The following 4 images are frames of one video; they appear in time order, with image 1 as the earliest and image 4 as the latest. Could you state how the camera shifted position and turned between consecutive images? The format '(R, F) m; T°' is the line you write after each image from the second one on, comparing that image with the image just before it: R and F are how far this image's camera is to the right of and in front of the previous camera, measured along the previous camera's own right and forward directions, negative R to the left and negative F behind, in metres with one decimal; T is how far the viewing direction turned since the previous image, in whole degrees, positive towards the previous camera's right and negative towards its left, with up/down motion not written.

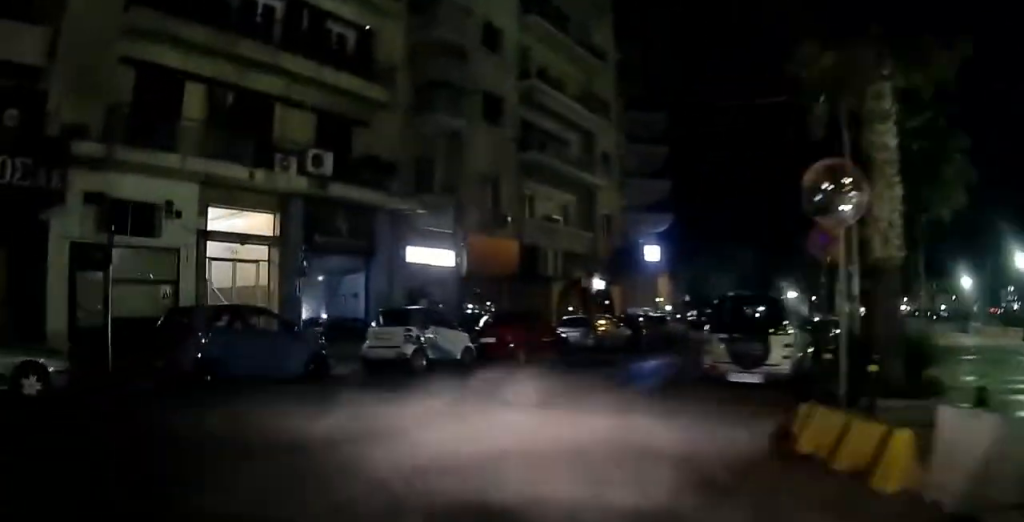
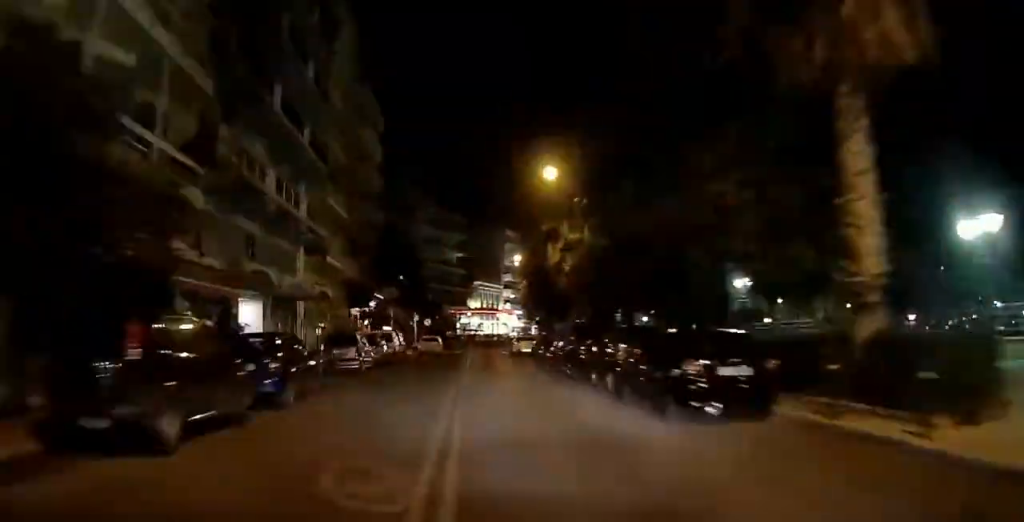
(-29.0, +93.8) m; -32°
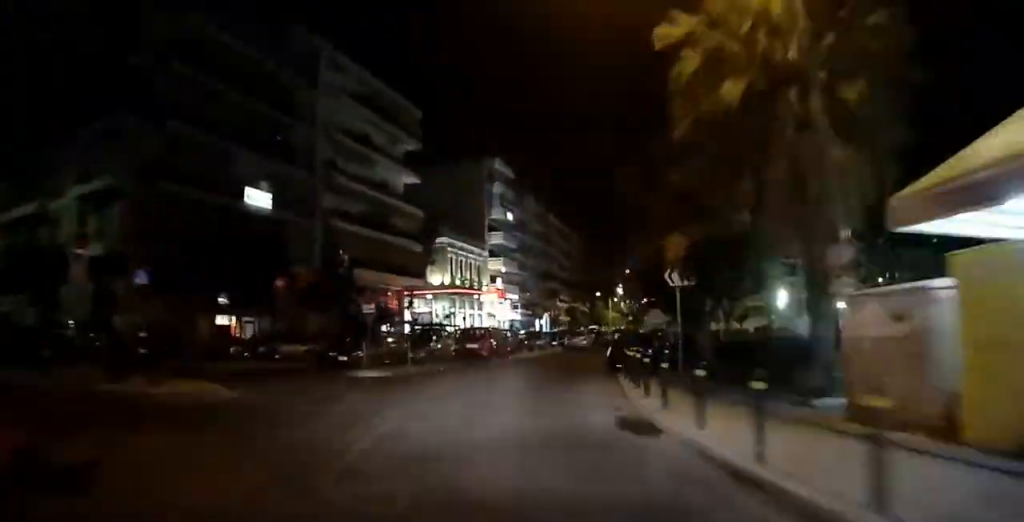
(+0.3, +51.1) m; +10°
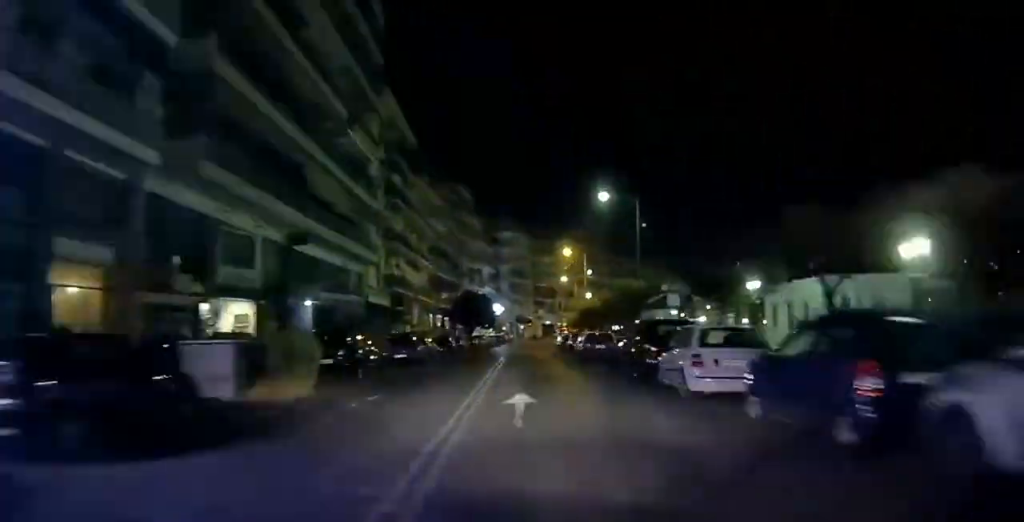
(+135.0, +120.5) m; +82°
